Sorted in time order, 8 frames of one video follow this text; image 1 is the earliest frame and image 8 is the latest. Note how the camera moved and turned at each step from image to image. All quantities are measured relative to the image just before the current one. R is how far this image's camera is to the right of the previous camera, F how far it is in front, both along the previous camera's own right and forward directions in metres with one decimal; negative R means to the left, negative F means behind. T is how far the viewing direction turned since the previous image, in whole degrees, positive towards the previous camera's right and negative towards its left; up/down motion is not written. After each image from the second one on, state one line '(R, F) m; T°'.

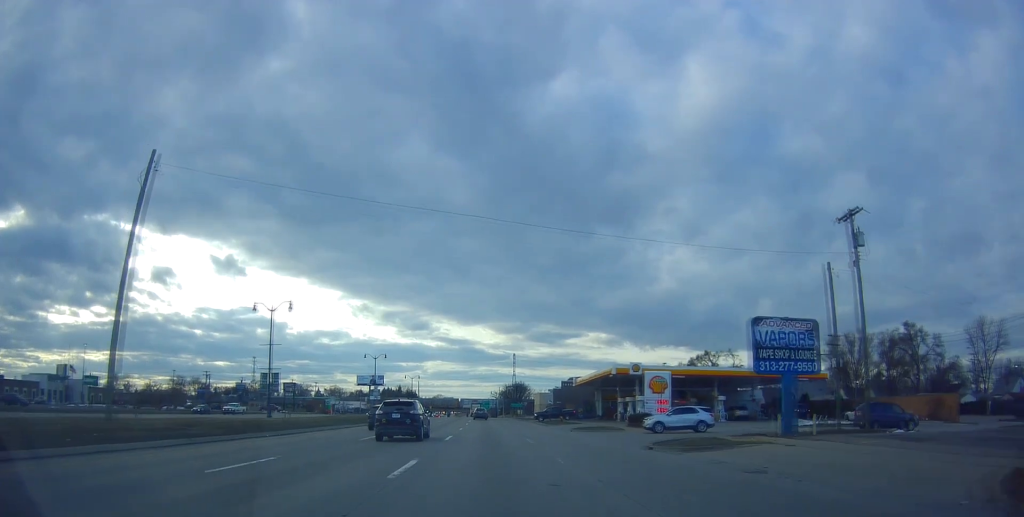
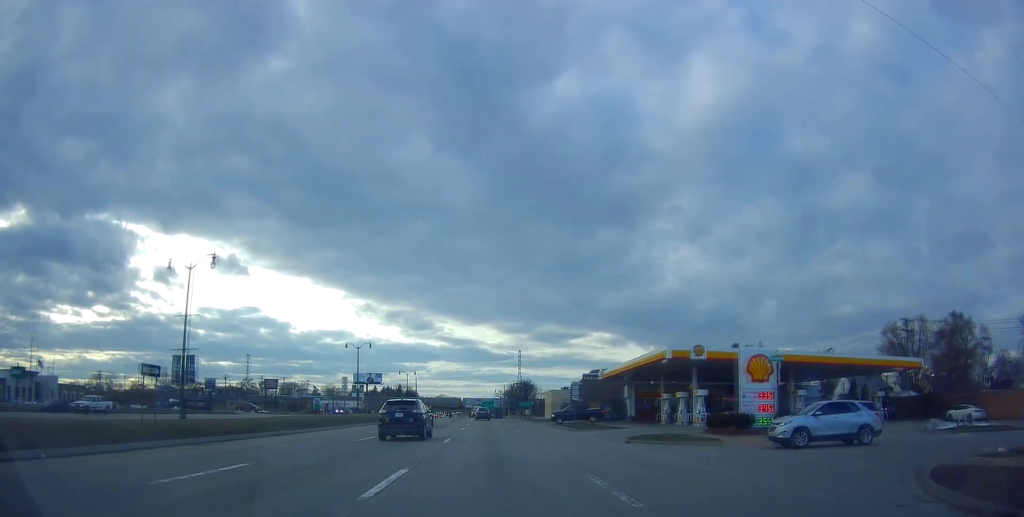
(+0.2, +18.7) m; -1°
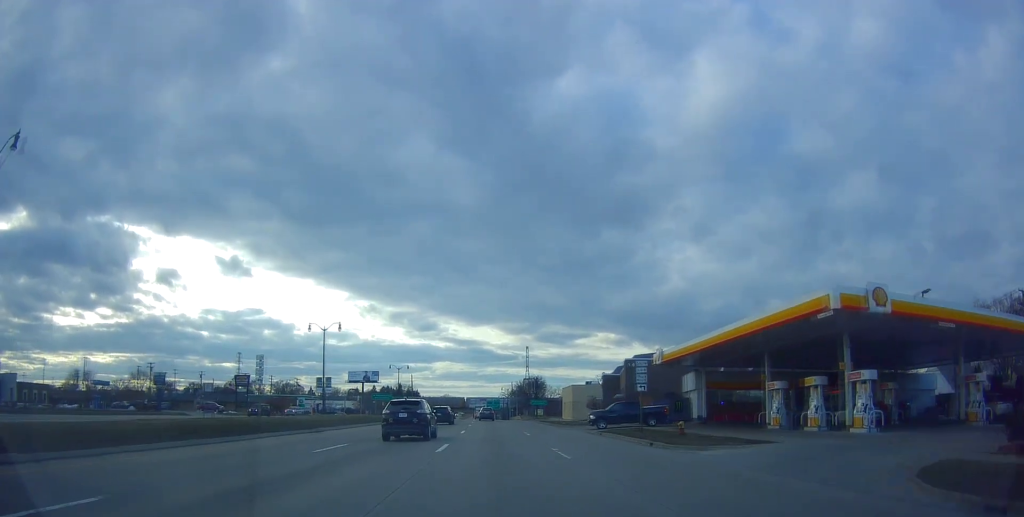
(-0.7, +22.2) m; -3°
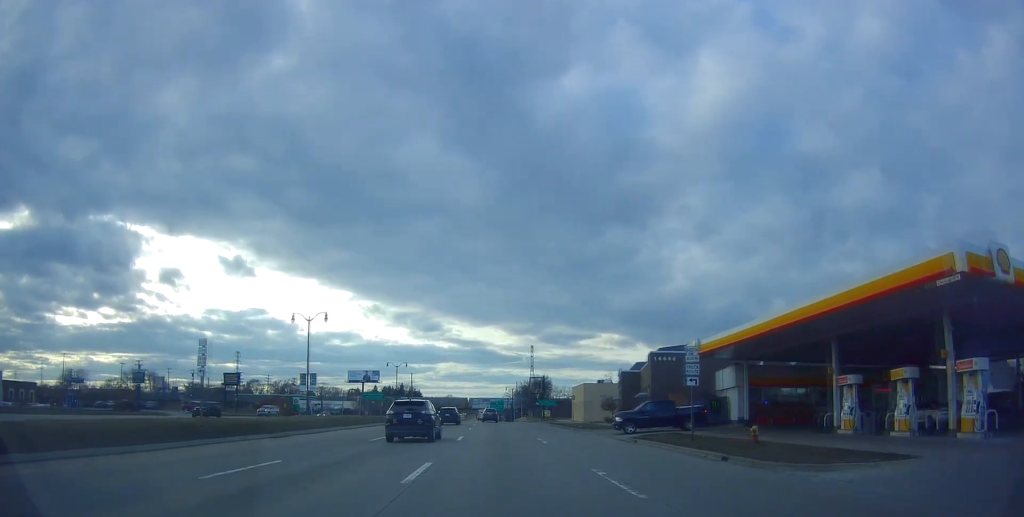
(0.0, +7.6) m; -1°
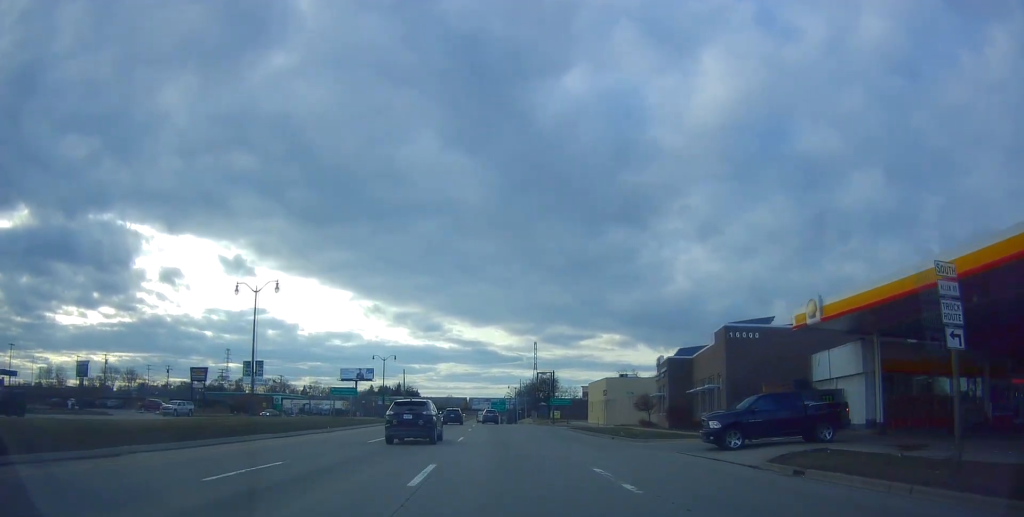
(-0.2, +15.5) m; 0°
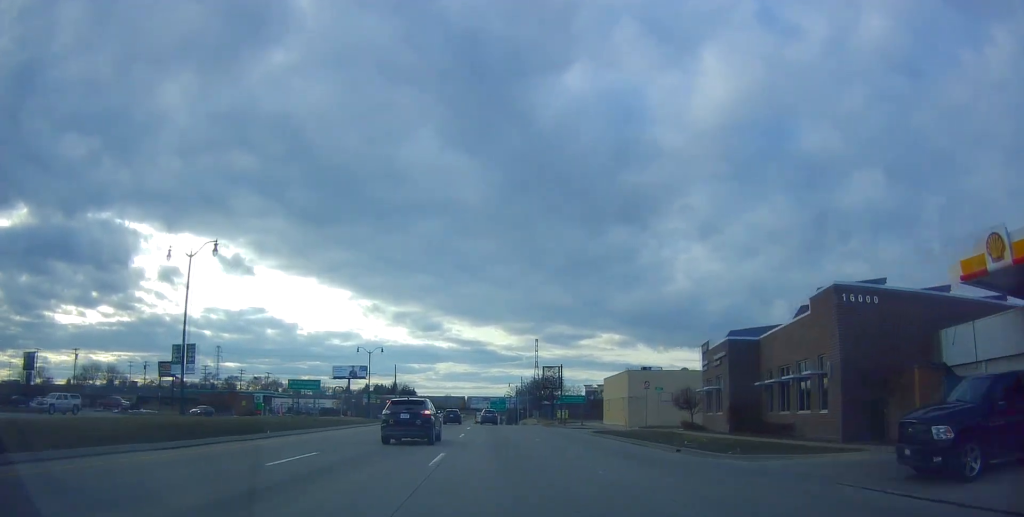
(0.0, +11.6) m; 0°
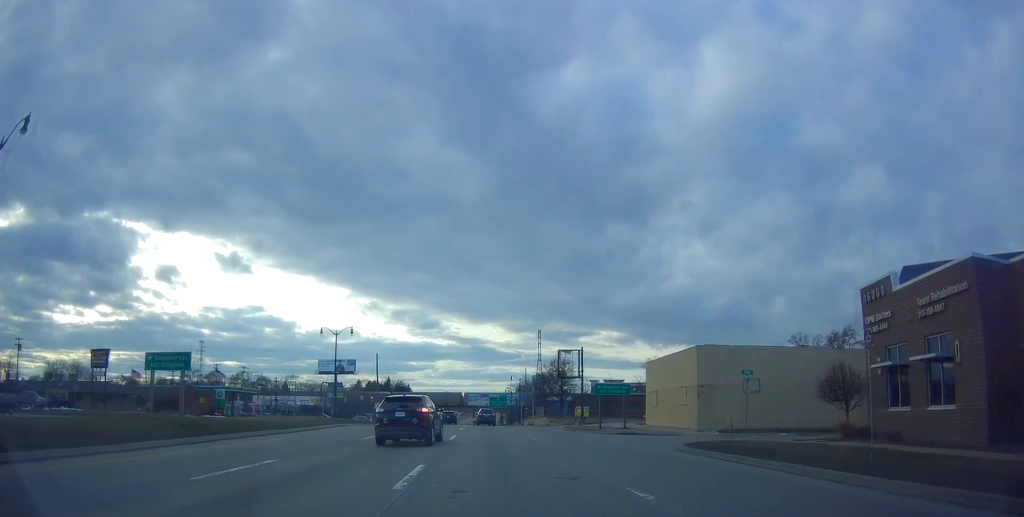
(+0.1, +19.4) m; 0°
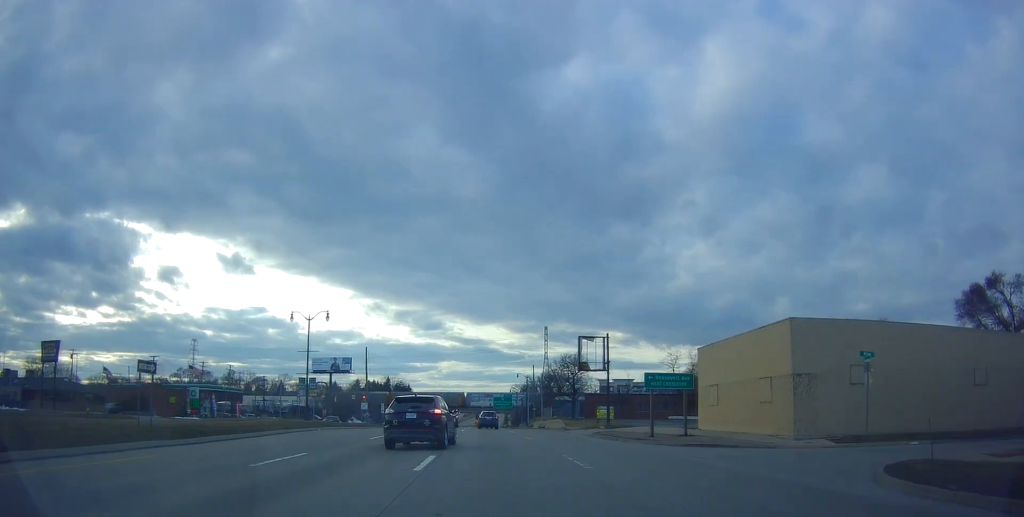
(-0.2, +12.3) m; 0°
